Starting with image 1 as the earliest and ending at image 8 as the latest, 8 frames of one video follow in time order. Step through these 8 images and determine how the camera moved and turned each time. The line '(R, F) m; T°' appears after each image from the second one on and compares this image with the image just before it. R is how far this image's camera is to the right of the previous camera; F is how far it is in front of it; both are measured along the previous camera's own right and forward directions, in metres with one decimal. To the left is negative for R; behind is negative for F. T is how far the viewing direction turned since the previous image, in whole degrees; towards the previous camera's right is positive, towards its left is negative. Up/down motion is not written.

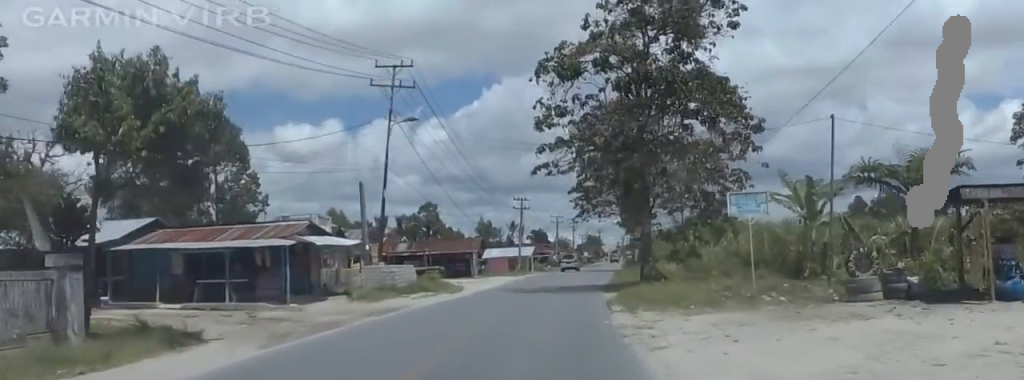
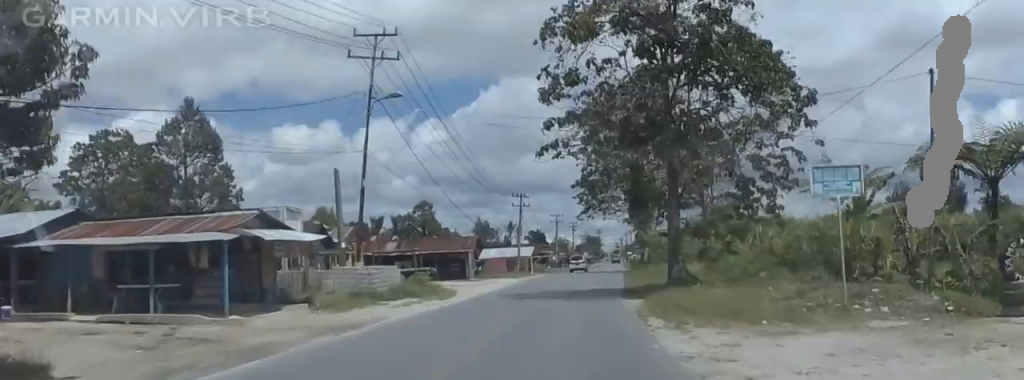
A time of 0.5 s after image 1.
(+0.1, +6.4) m; +1°
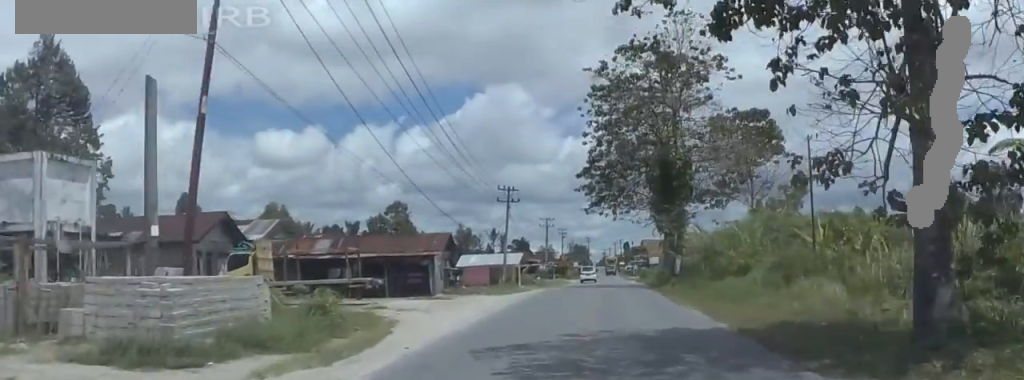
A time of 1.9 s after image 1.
(+1.0, +20.0) m; +2°
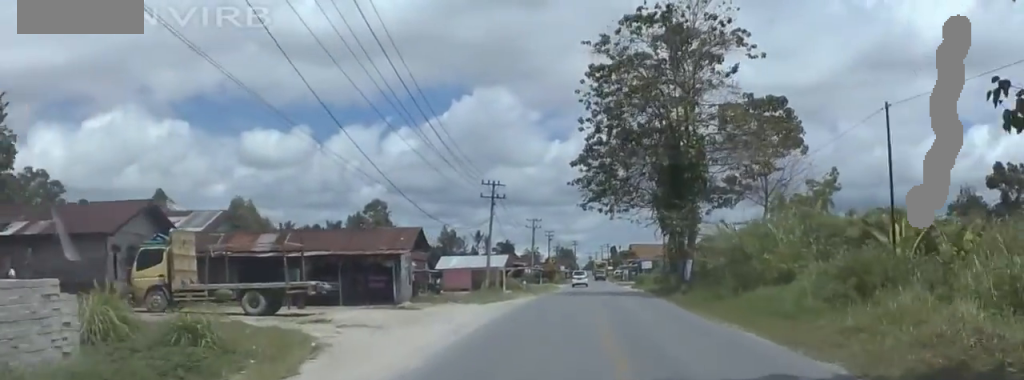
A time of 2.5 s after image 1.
(0.0, +8.1) m; +1°
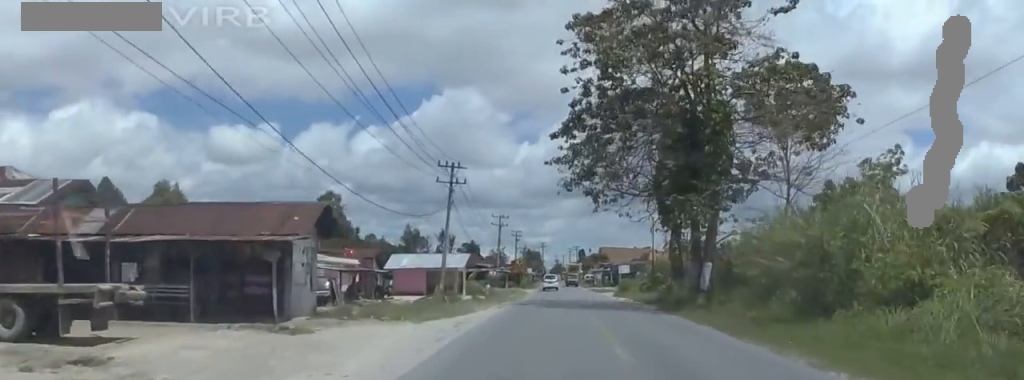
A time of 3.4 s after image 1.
(+0.1, +12.9) m; +5°
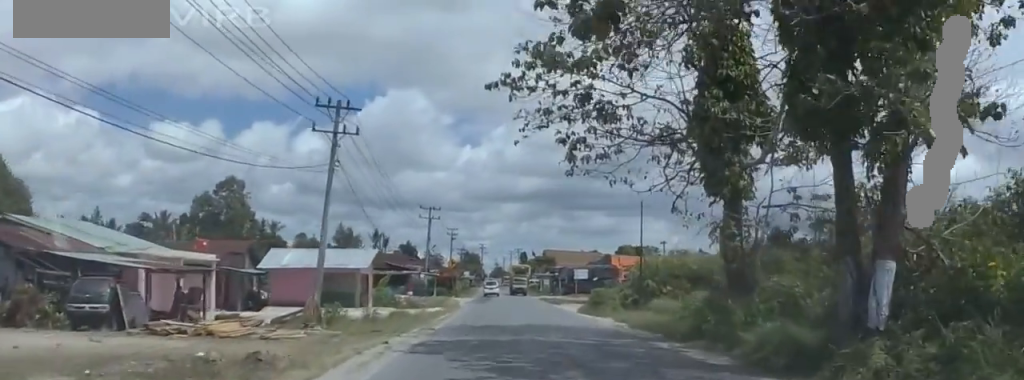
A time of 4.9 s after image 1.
(+0.8, +22.6) m; +1°
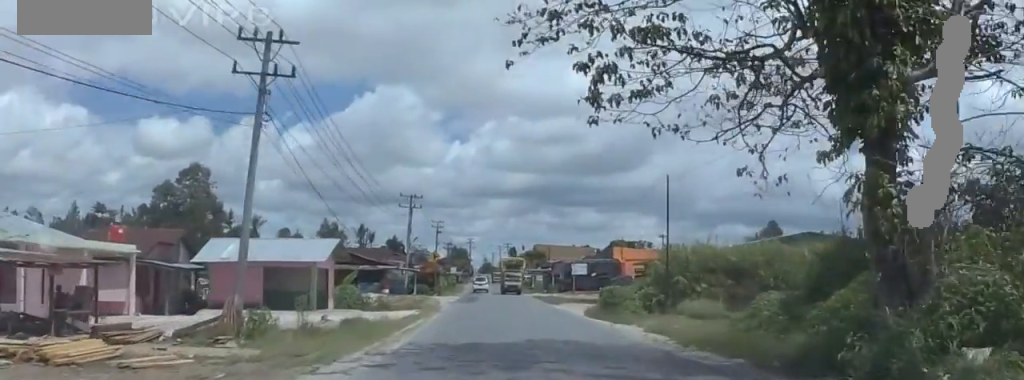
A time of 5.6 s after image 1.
(0.0, +10.2) m; -1°
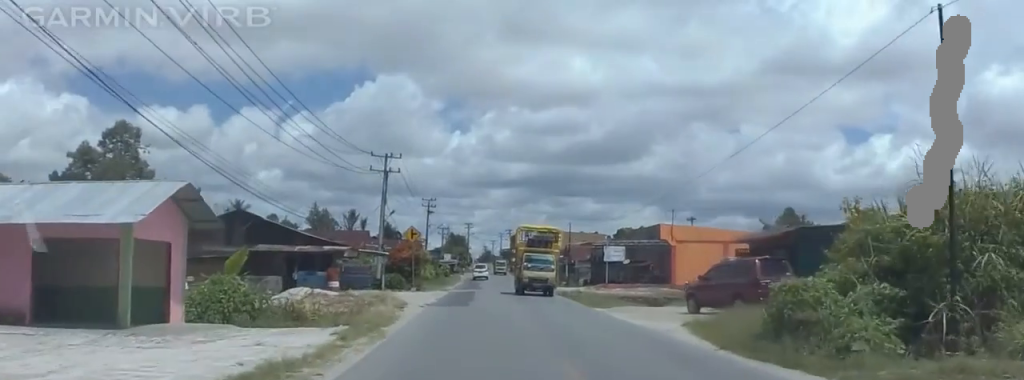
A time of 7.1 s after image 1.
(-1.3, +23.7) m; -2°
